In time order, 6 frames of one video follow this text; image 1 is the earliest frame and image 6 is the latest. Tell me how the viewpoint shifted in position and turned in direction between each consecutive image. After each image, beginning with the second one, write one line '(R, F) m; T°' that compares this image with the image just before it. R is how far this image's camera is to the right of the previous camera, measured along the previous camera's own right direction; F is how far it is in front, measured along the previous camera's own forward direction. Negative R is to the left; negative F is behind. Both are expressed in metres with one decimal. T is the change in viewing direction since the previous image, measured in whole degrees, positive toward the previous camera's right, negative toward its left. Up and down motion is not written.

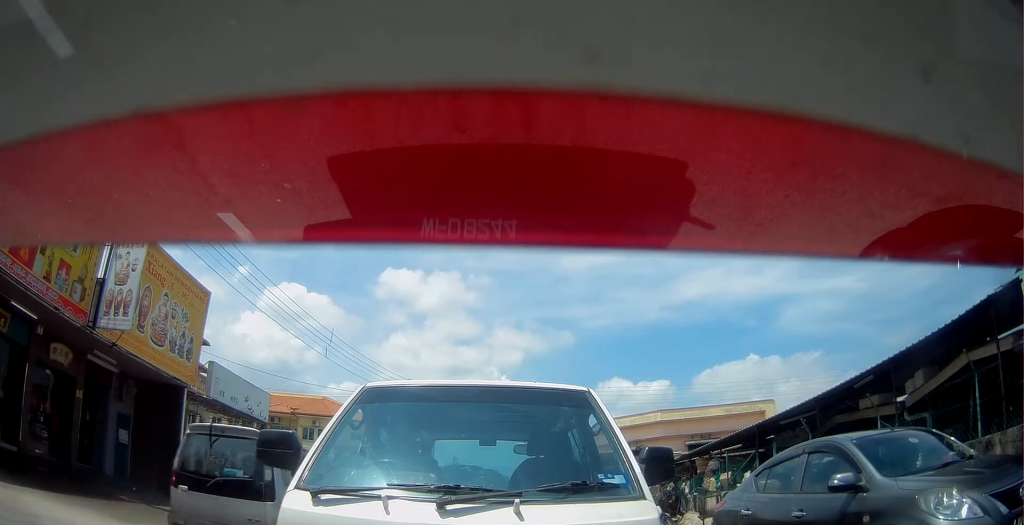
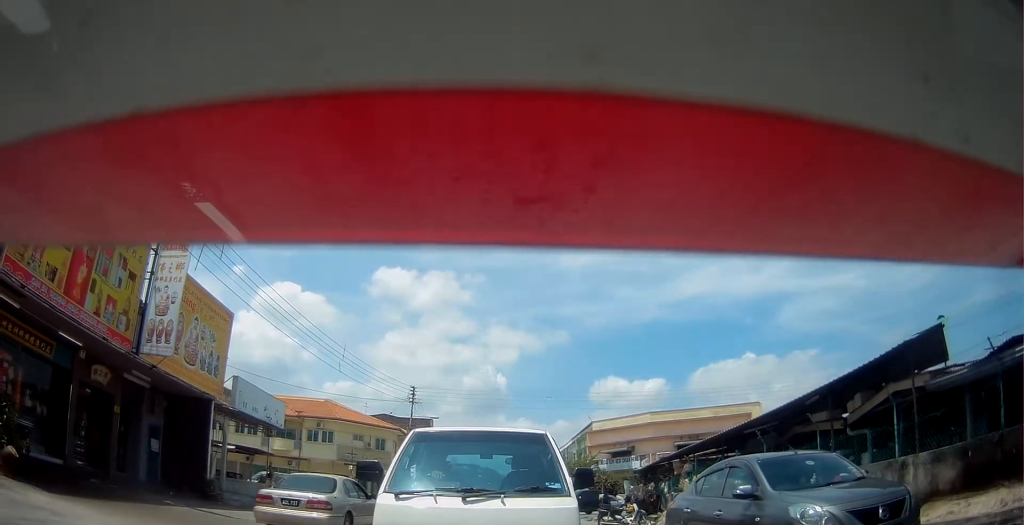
(+0.2, +0.5) m; 0°
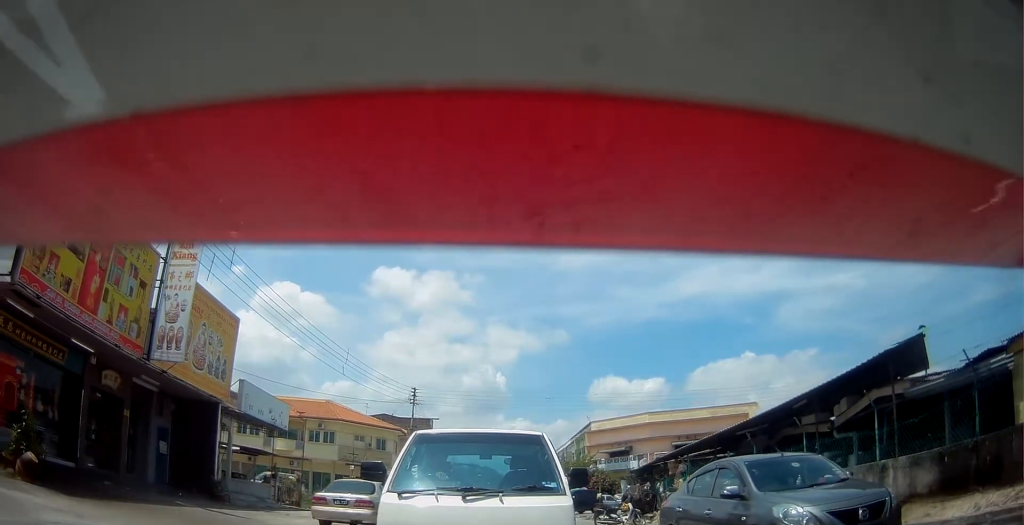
(0.0, 0.0) m; 0°
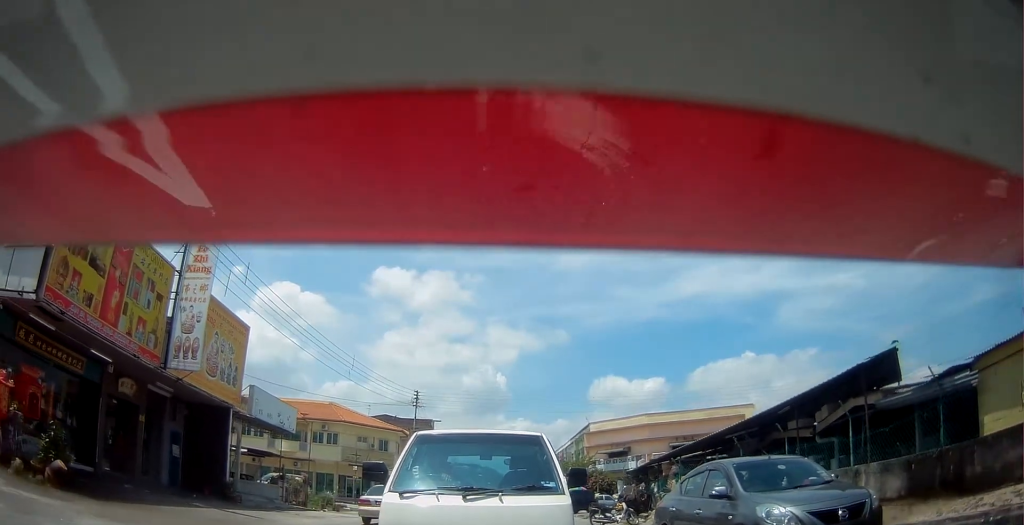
(0.0, 0.0) m; 0°
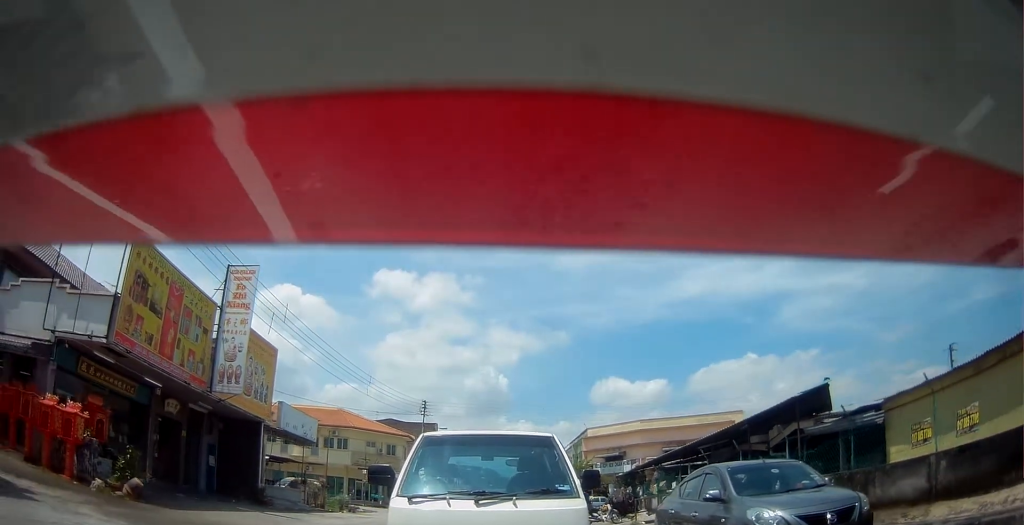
(+0.2, +0.8) m; +5°
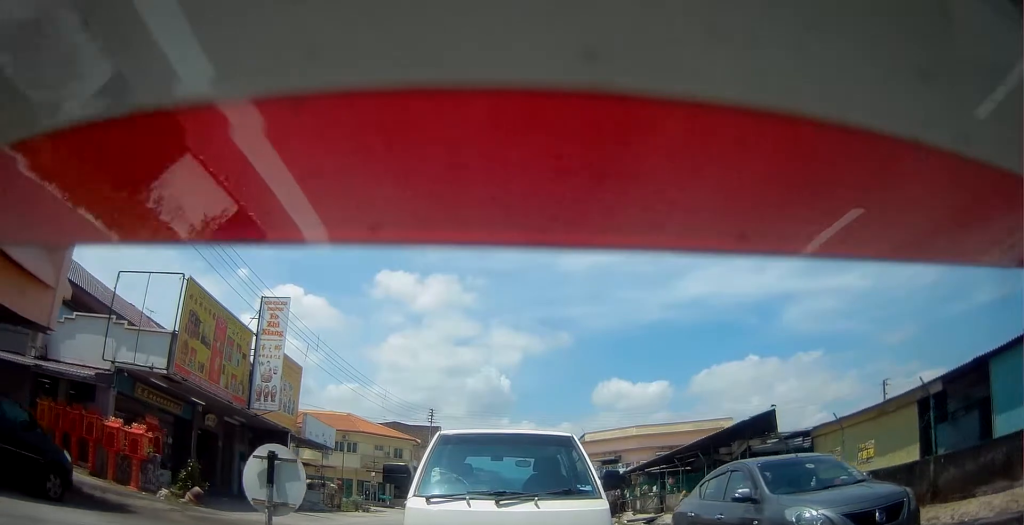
(0.0, +1.9) m; +3°
